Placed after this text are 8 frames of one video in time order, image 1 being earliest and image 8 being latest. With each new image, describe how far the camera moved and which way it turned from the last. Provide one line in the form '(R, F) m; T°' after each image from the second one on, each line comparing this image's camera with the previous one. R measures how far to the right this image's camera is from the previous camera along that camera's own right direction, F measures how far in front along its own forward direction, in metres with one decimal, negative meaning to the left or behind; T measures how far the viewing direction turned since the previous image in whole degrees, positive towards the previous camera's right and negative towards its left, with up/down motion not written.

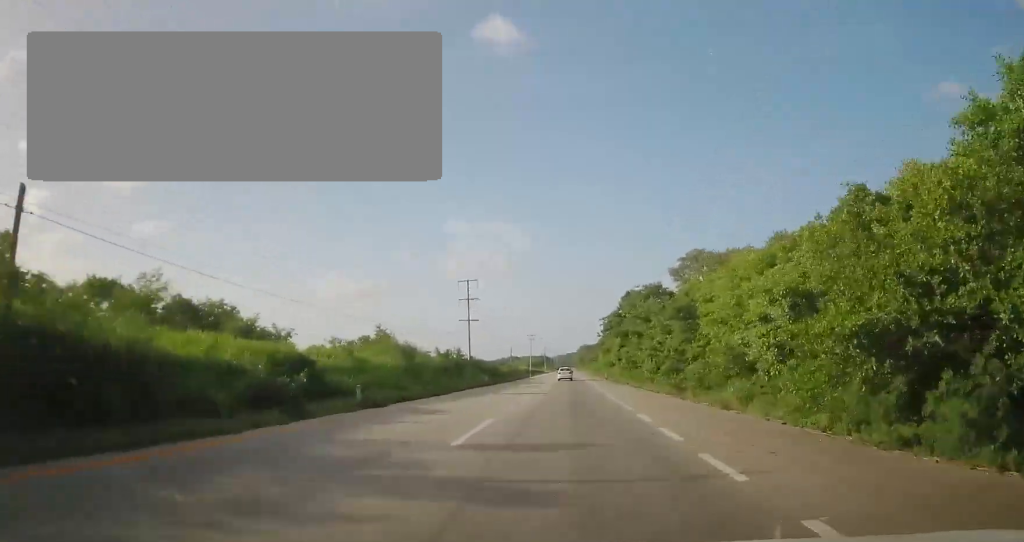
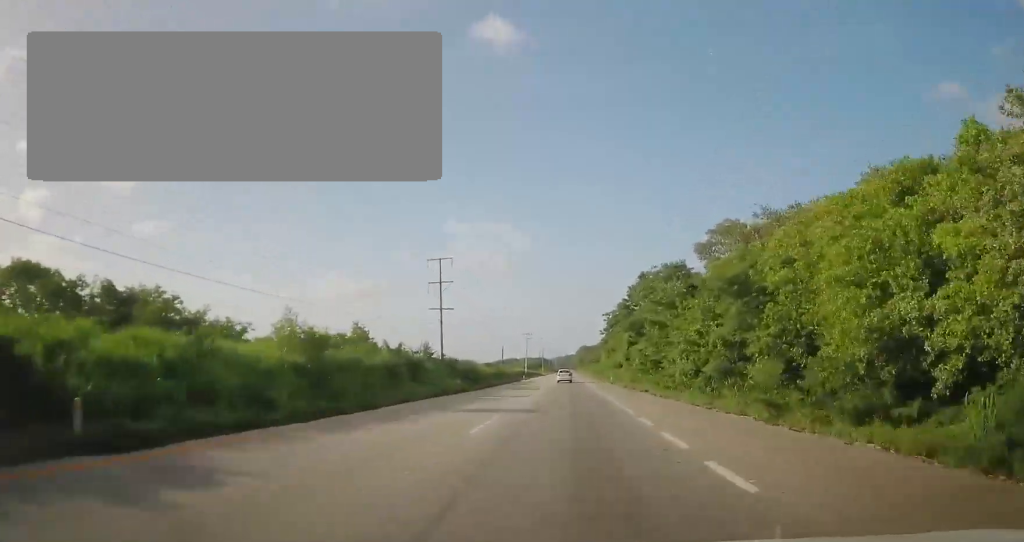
(+0.1, +12.7) m; 0°
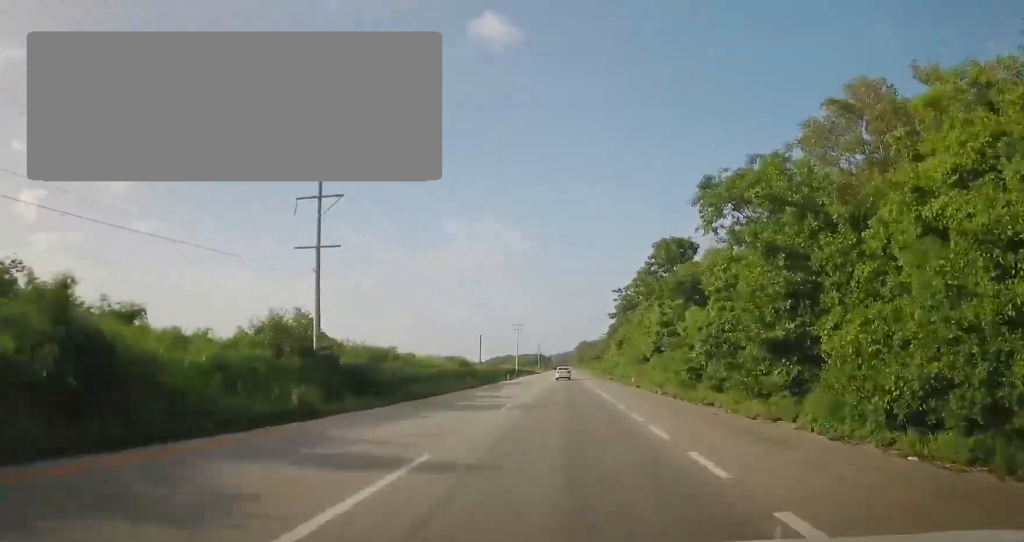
(0.0, +23.6) m; -1°
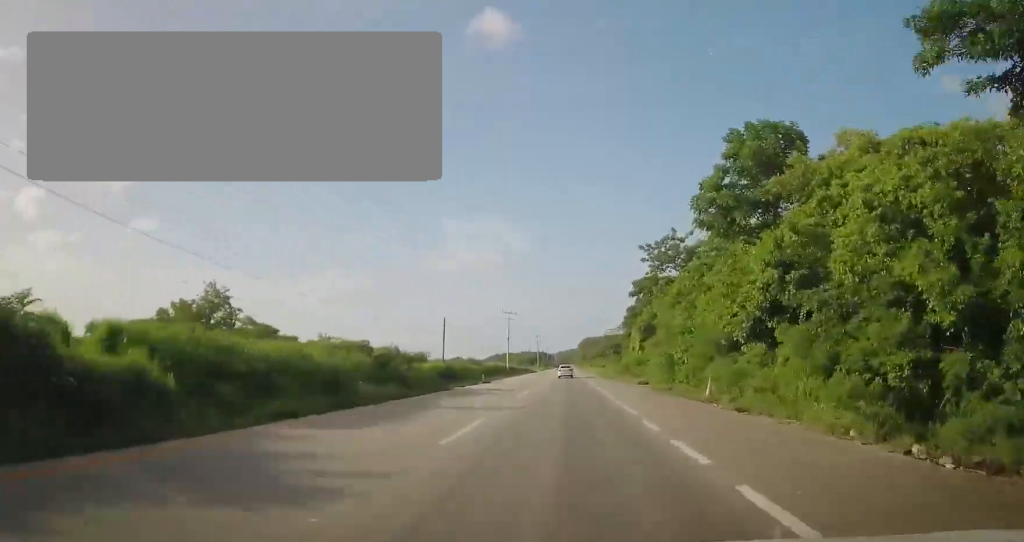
(-0.3, +23.5) m; 0°
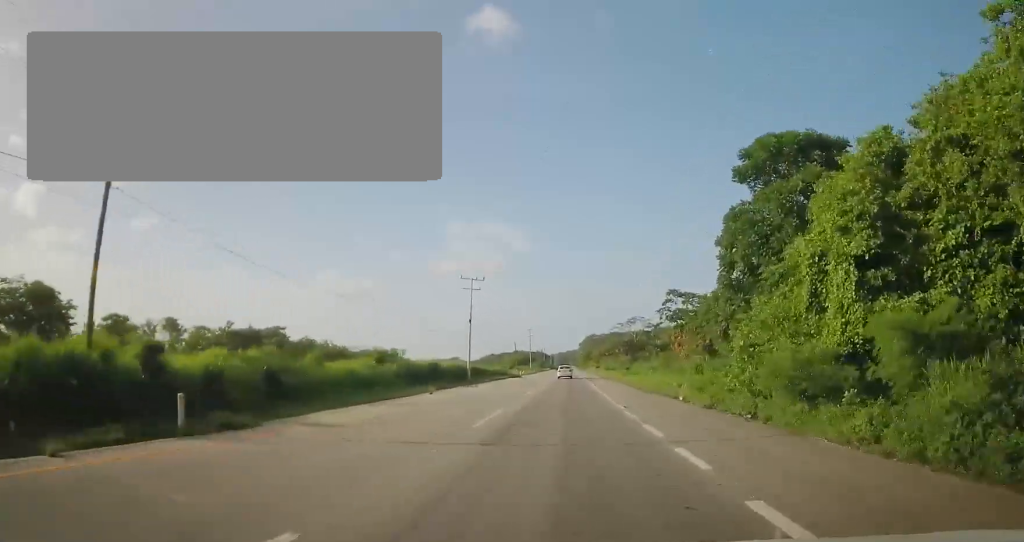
(+0.3, +41.0) m; 0°
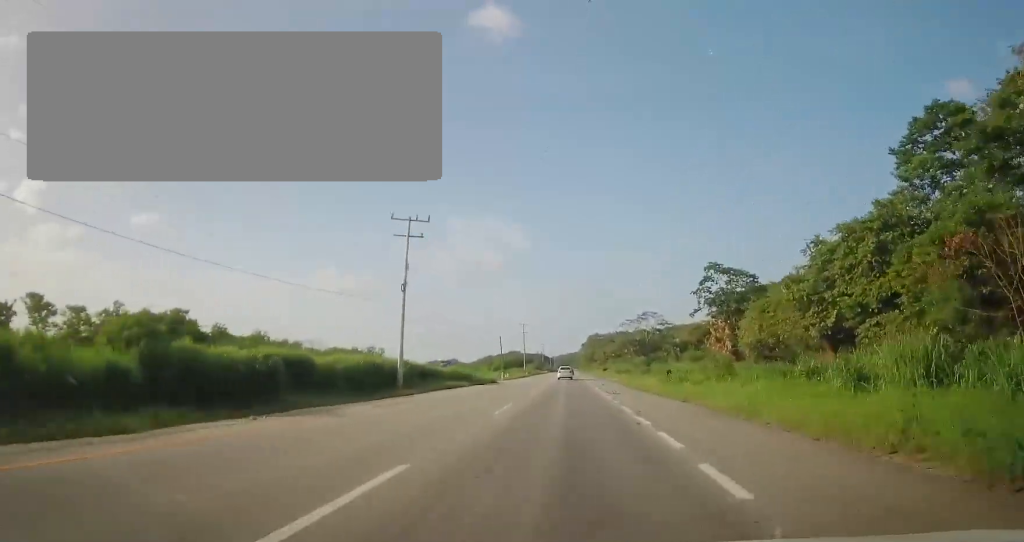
(-0.2, +26.2) m; 0°
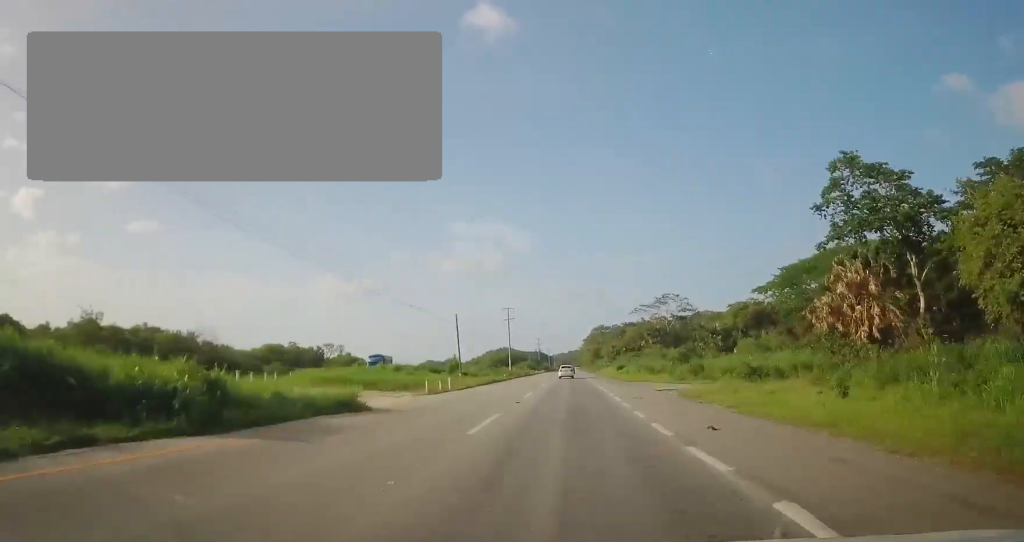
(+0.1, +35.4) m; 0°
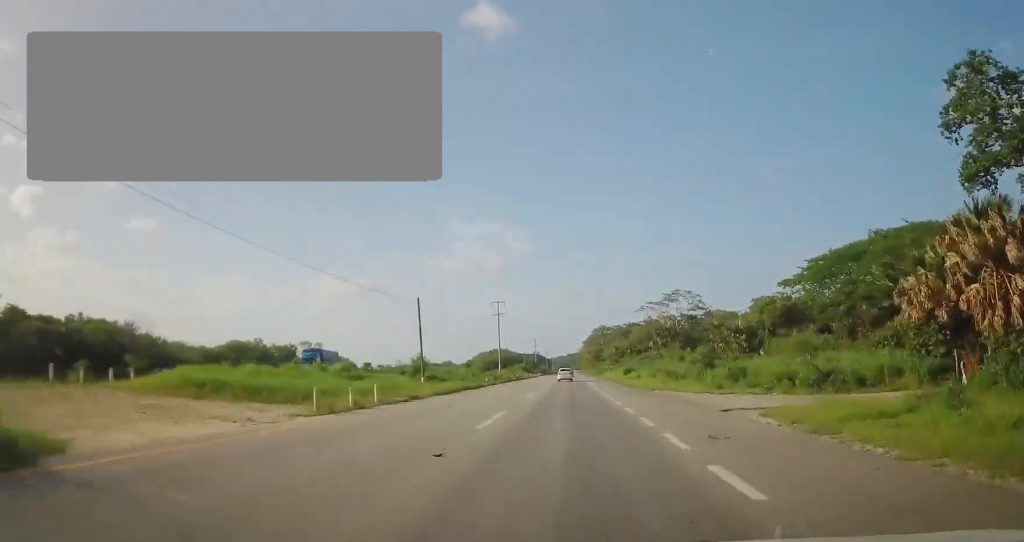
(-0.2, +13.6) m; 0°
